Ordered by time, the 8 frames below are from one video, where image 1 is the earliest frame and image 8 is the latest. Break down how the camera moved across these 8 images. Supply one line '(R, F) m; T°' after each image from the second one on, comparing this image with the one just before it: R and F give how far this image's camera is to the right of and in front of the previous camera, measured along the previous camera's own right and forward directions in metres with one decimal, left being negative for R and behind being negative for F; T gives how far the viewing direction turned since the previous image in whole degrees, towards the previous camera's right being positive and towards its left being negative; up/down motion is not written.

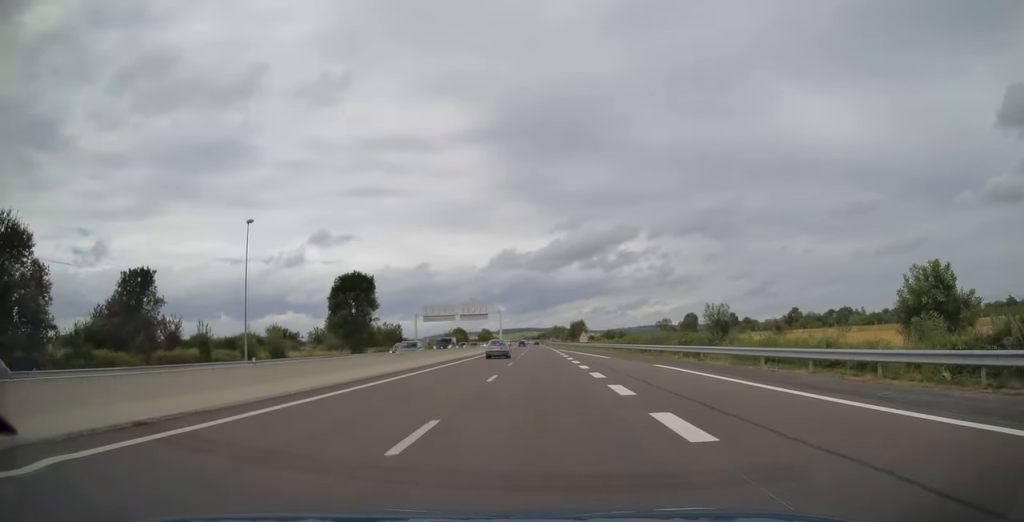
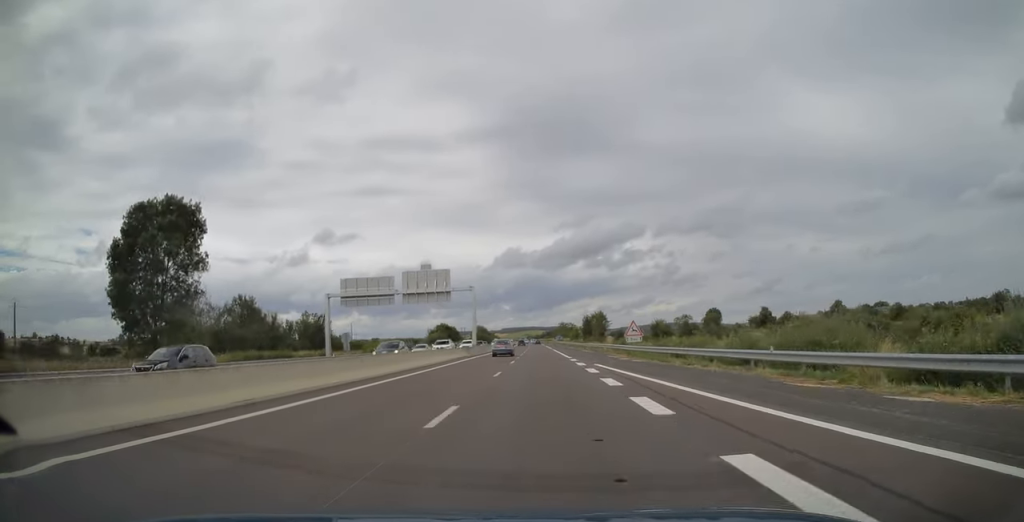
(-0.2, +49.9) m; 0°
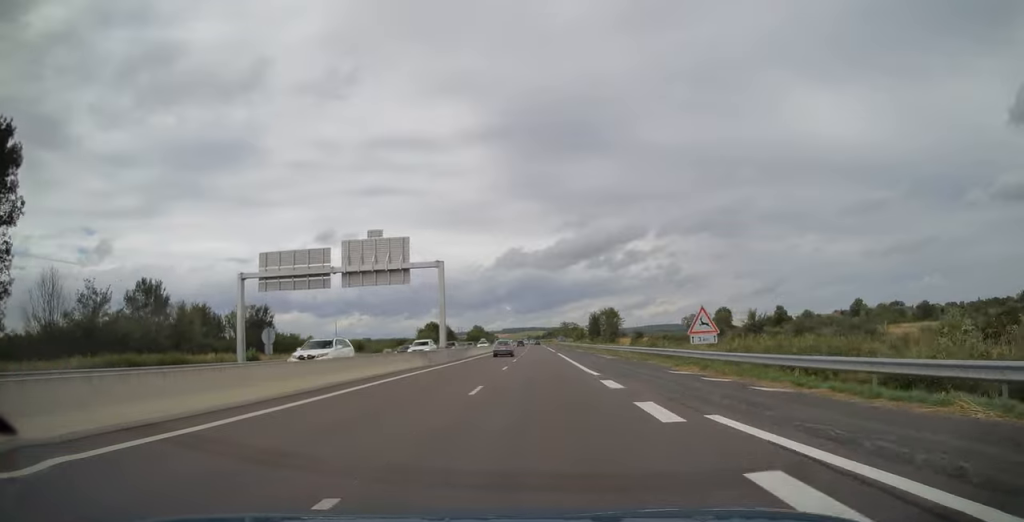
(0.0, +20.3) m; 0°
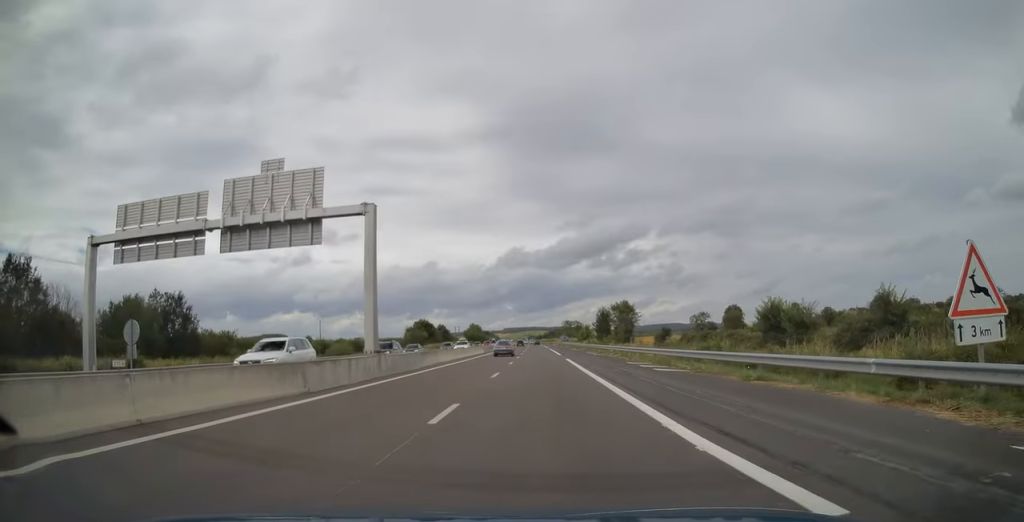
(0.0, +18.2) m; 0°
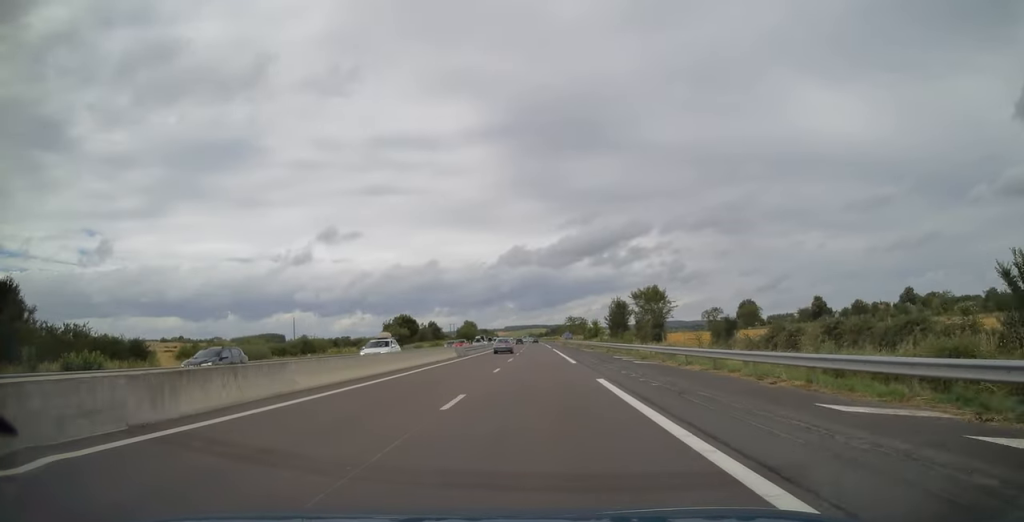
(-0.1, +24.2) m; 0°
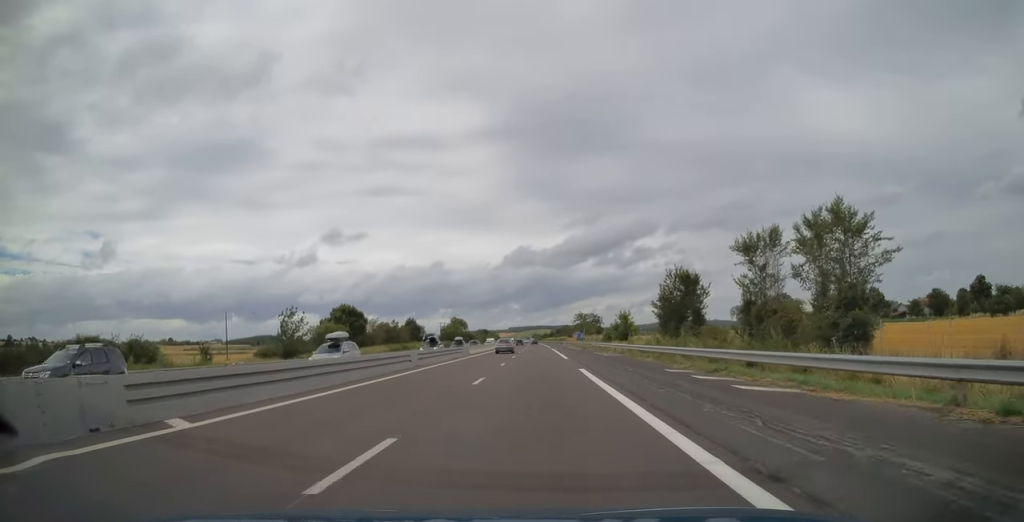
(-0.1, +45.6) m; 0°
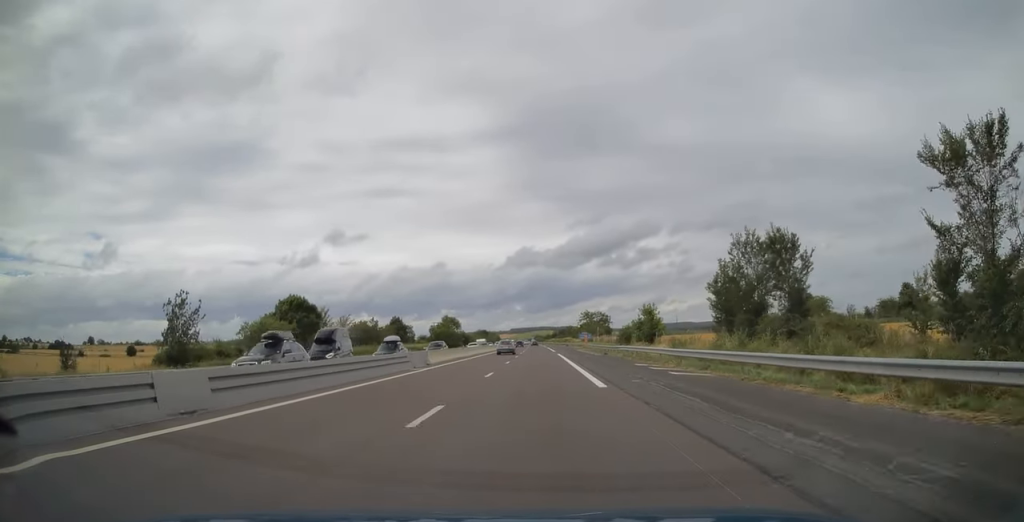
(0.0, +22.0) m; 0°
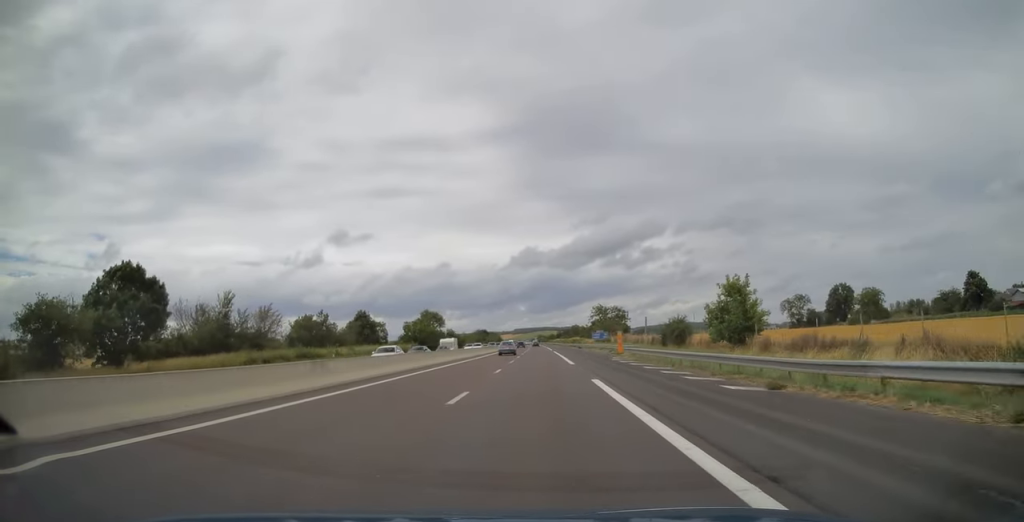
(-0.1, +35.4) m; 0°
